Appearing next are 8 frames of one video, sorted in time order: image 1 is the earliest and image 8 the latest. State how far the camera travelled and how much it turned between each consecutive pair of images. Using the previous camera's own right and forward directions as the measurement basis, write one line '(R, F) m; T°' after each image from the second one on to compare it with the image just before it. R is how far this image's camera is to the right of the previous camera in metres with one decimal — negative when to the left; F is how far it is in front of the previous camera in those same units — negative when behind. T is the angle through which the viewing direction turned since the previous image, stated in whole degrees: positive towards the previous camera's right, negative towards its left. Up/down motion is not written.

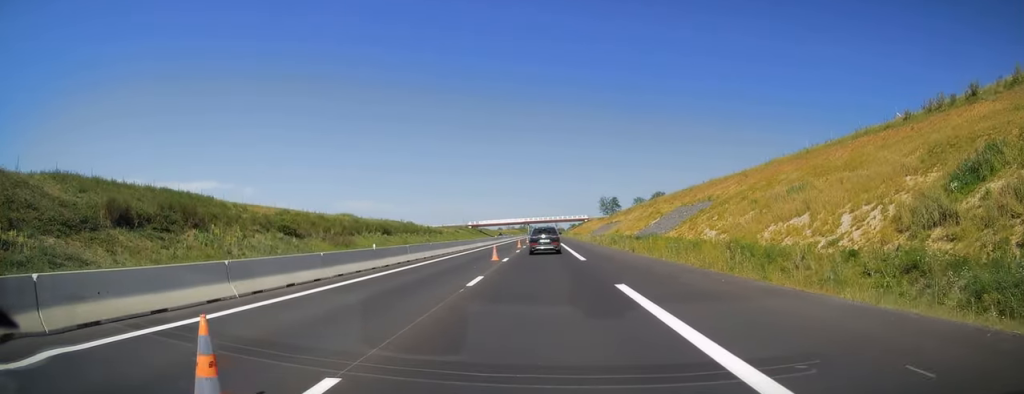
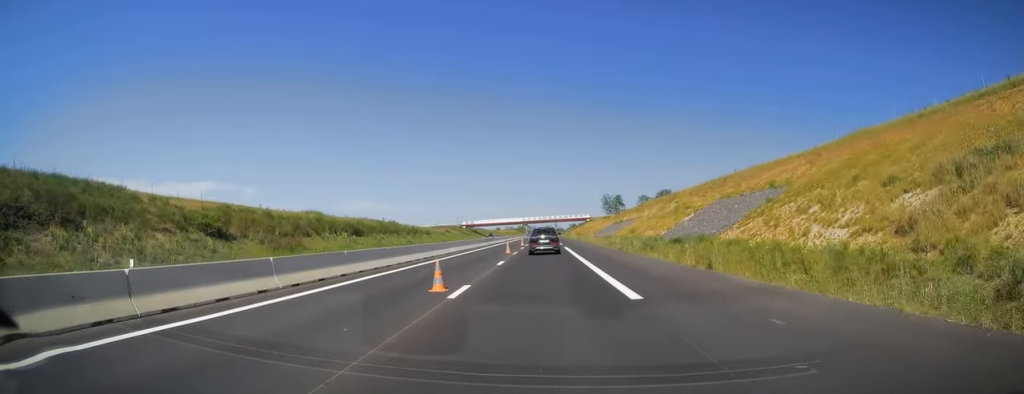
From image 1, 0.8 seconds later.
(+0.3, +15.7) m; +1°
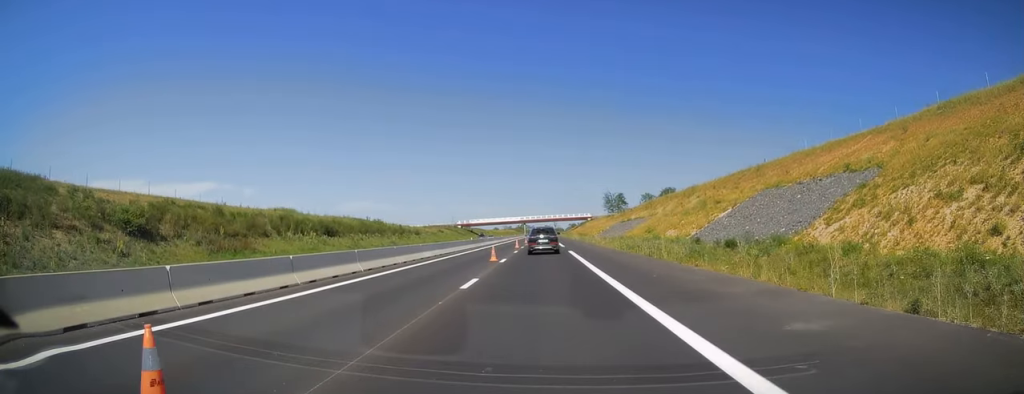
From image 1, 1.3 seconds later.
(0.0, +10.7) m; 0°
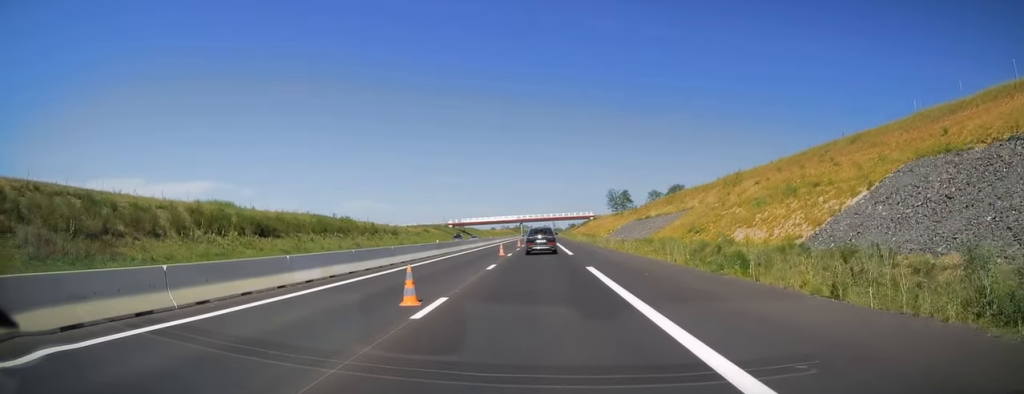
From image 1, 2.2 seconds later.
(0.0, +18.1) m; 0°
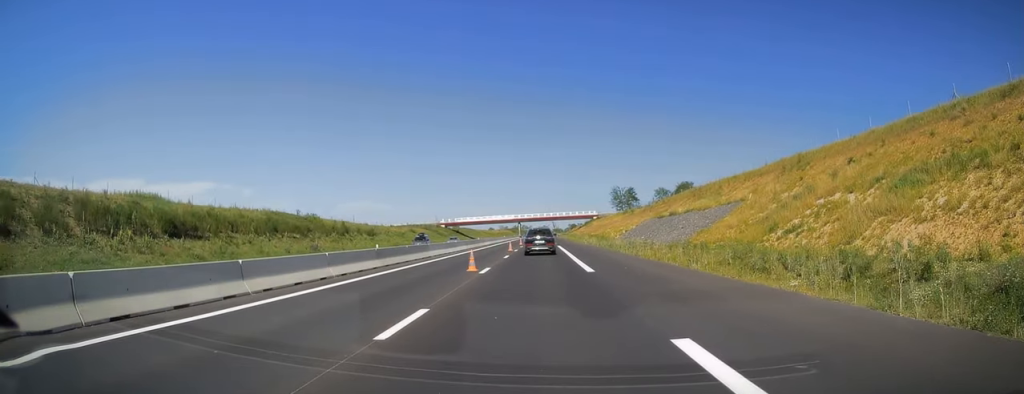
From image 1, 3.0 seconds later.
(0.0, +14.8) m; 0°
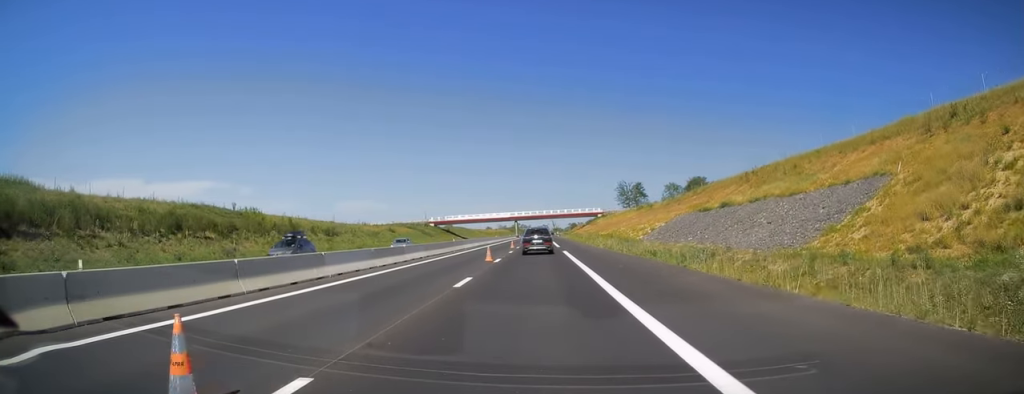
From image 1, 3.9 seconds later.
(0.0, +18.2) m; 0°
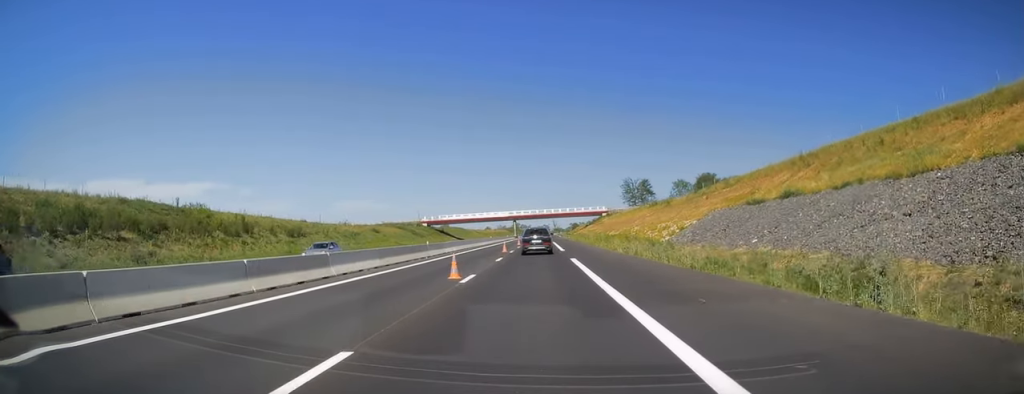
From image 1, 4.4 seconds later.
(0.0, +11.5) m; 0°
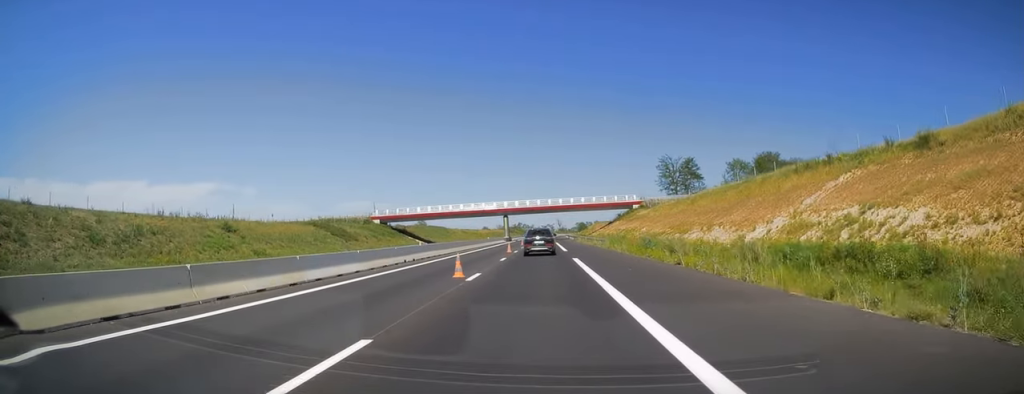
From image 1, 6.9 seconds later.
(-0.7, +51.0) m; -1°
